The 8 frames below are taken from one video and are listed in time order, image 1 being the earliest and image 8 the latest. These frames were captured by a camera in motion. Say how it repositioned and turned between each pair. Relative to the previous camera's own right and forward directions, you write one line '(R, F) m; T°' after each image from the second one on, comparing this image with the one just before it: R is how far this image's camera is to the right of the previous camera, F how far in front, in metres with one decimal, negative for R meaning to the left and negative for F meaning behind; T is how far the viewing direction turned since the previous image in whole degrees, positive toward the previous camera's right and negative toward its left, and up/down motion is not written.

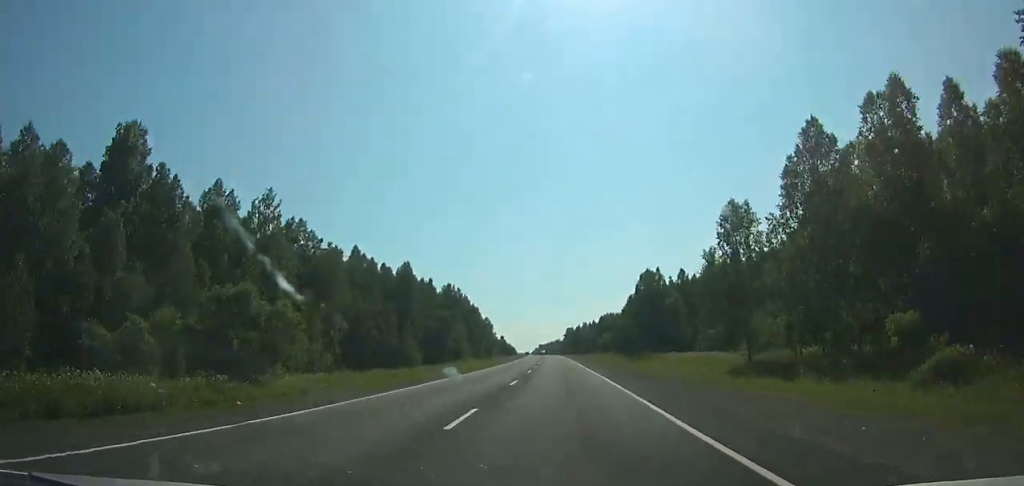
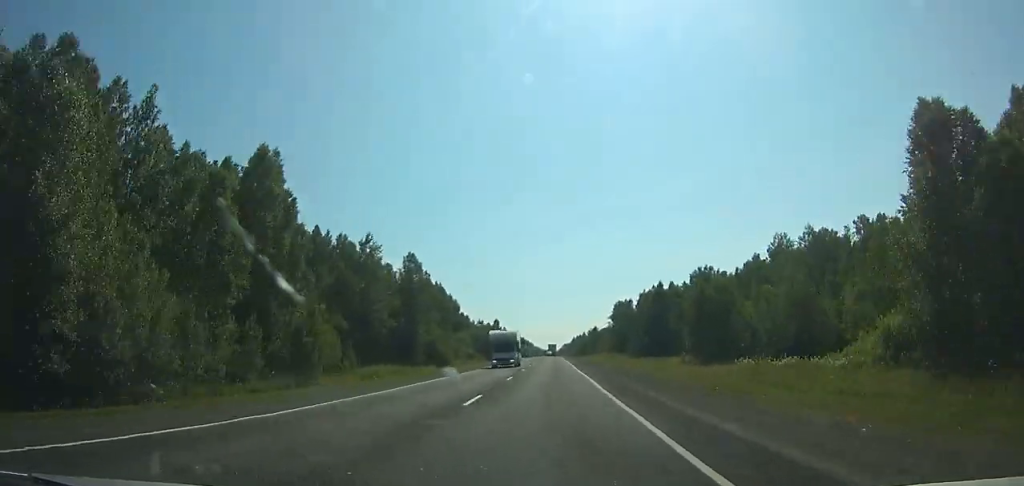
(-4.5, +175.3) m; -3°
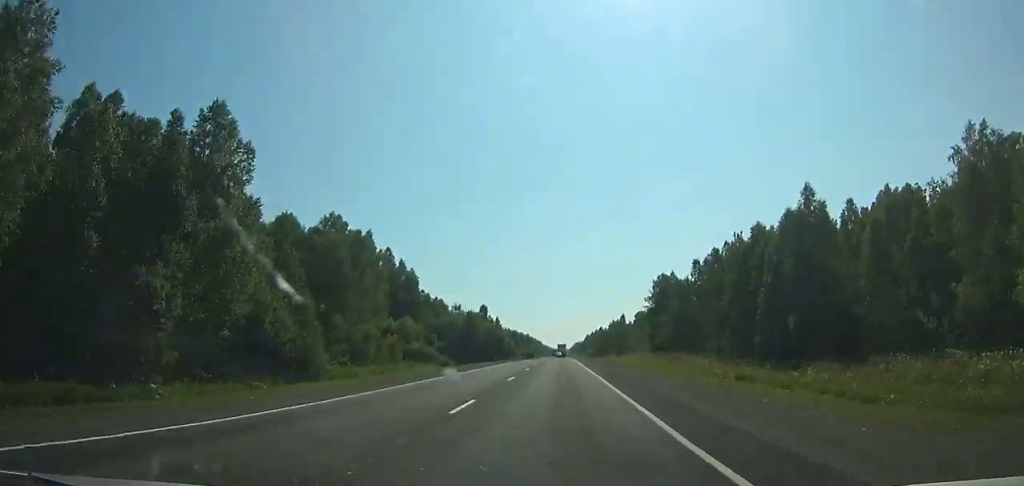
(-0.7, +62.7) m; -1°
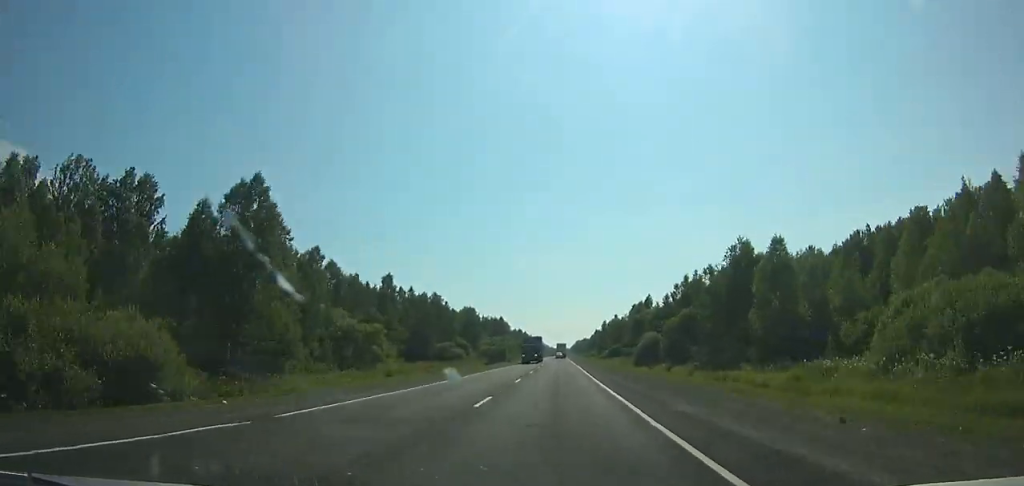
(-0.9, +142.8) m; 0°
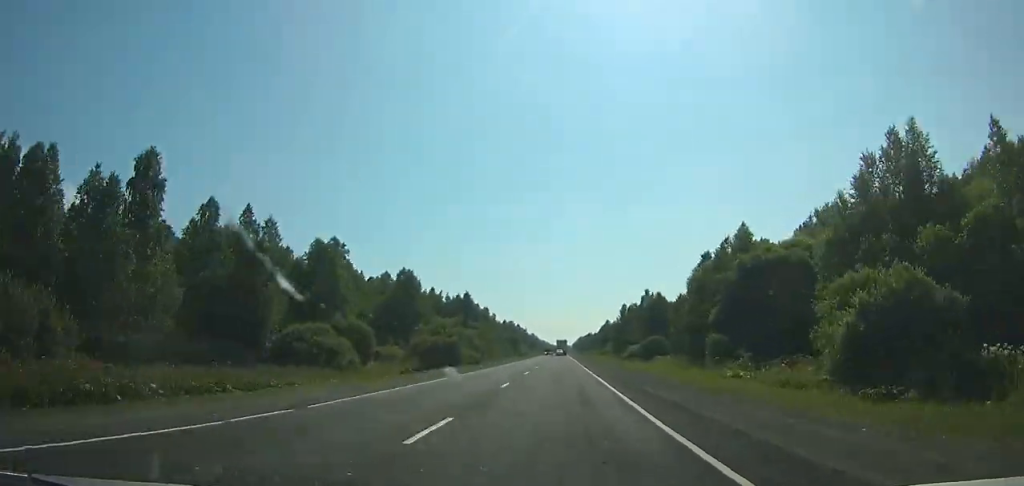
(+0.1, +66.5) m; 0°
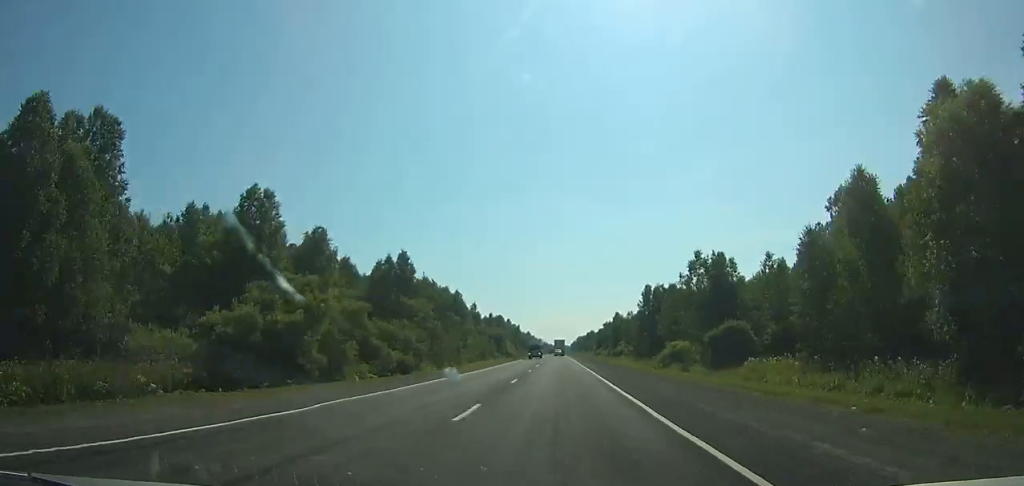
(+0.1, +45.0) m; 0°
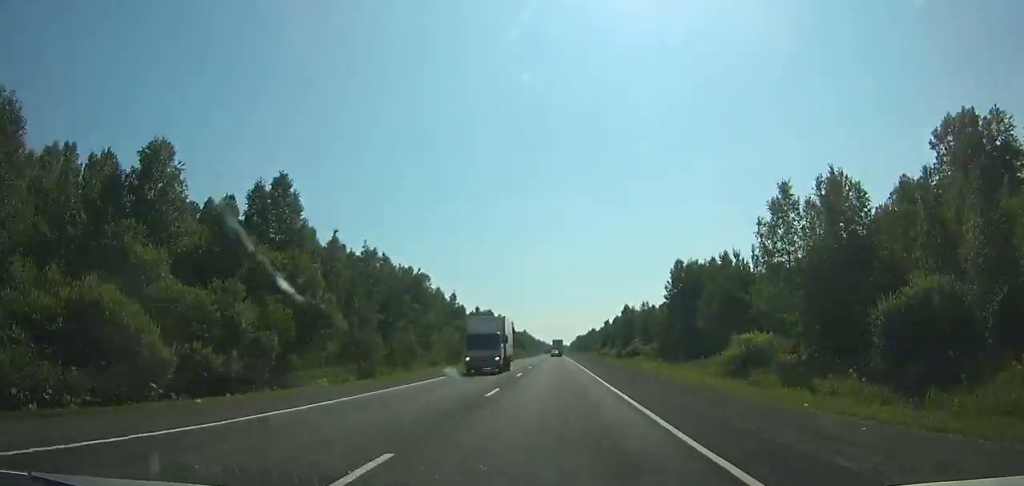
(+0.1, +31.6) m; 0°
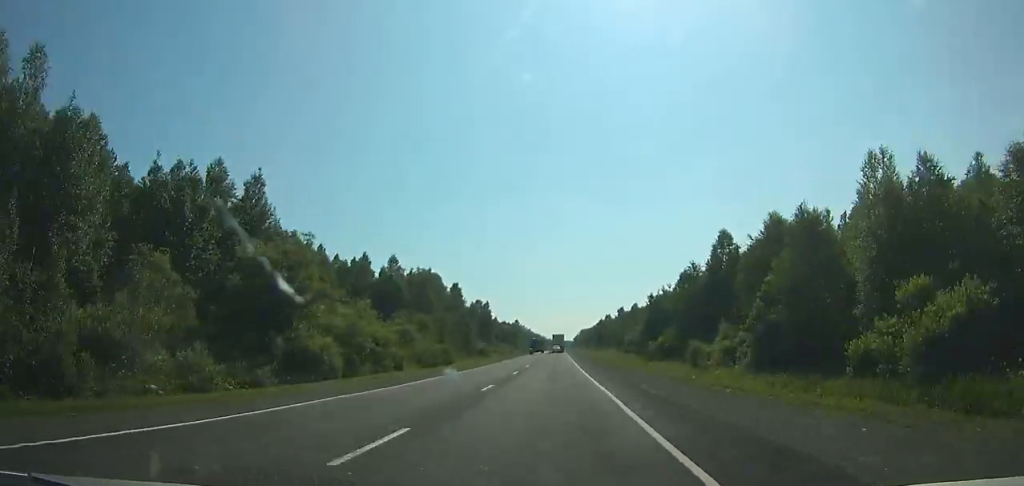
(-0.3, +94.0) m; 0°
